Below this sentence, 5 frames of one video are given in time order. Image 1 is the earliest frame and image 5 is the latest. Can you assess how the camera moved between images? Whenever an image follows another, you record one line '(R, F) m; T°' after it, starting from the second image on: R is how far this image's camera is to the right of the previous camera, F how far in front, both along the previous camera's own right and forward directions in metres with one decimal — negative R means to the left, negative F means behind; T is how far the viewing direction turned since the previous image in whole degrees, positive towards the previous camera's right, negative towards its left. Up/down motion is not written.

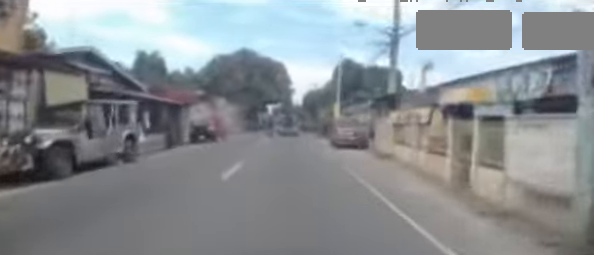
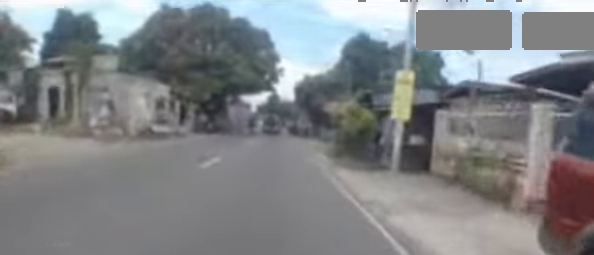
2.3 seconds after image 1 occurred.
(-0.1, +17.7) m; +3°
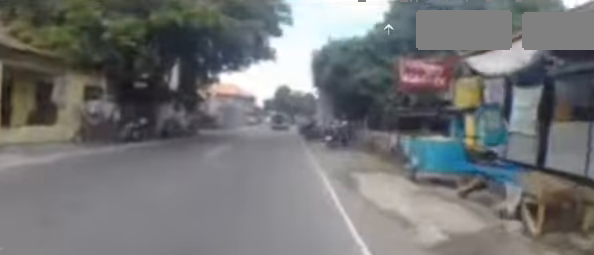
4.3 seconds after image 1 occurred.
(0.0, +17.0) m; 0°
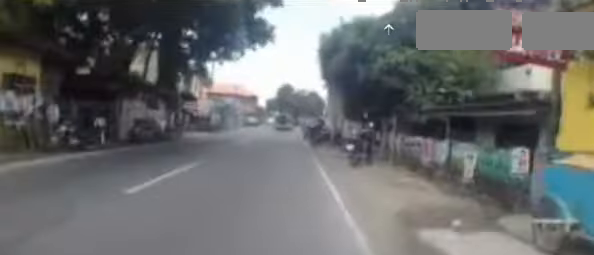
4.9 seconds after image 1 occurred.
(0.0, +4.3) m; 0°
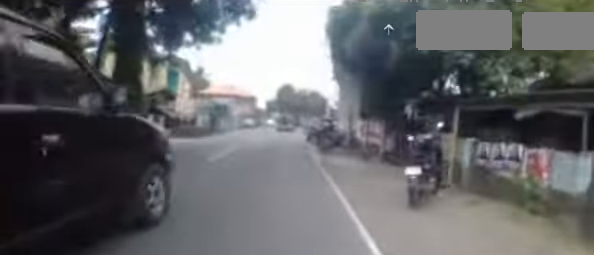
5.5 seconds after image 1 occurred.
(0.0, +4.9) m; -1°
